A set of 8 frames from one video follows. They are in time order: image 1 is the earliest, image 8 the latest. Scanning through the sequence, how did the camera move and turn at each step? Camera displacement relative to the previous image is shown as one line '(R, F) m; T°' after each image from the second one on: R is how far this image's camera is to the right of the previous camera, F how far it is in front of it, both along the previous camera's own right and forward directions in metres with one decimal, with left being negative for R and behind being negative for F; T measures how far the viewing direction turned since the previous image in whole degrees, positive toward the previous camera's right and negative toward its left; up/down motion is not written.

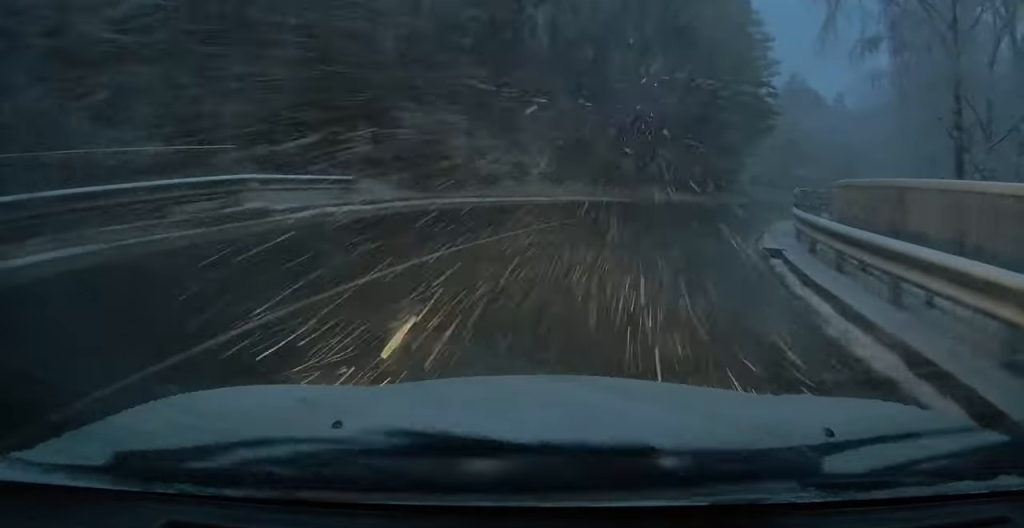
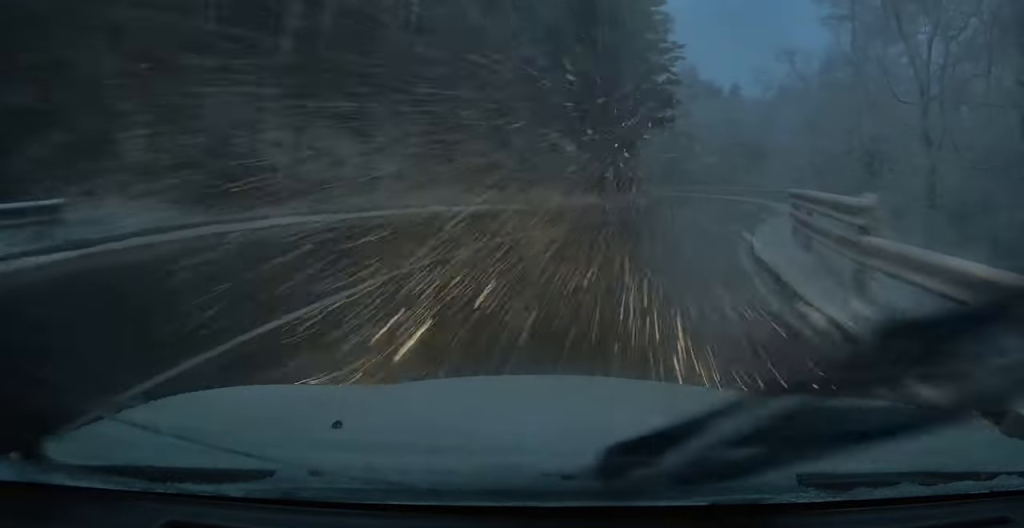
(+0.5, +6.5) m; +9°
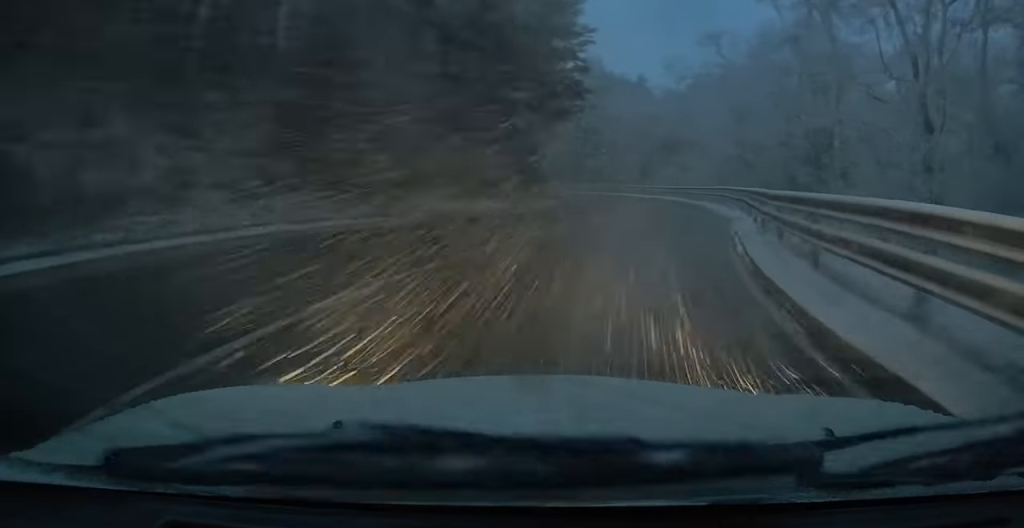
(+0.1, +5.4) m; +7°
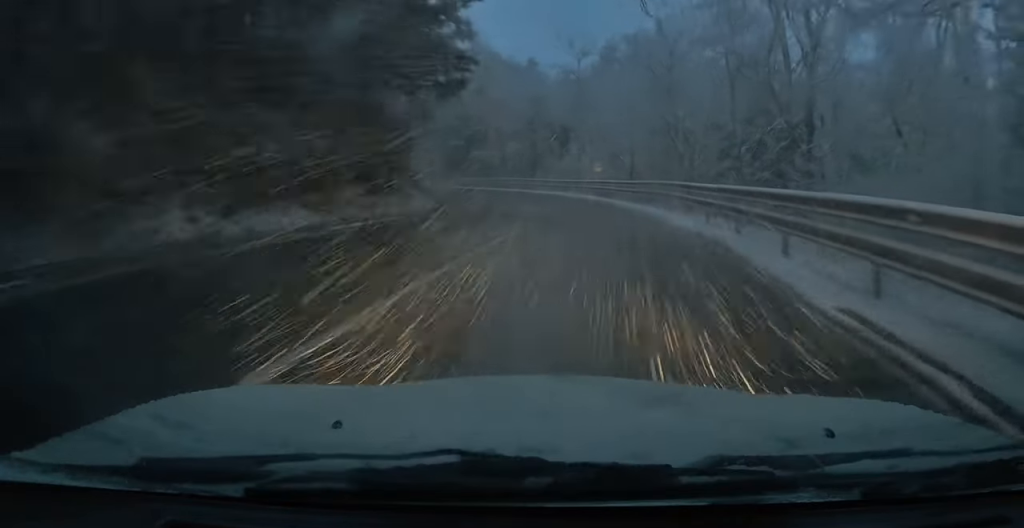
(+1.3, +9.5) m; +13°
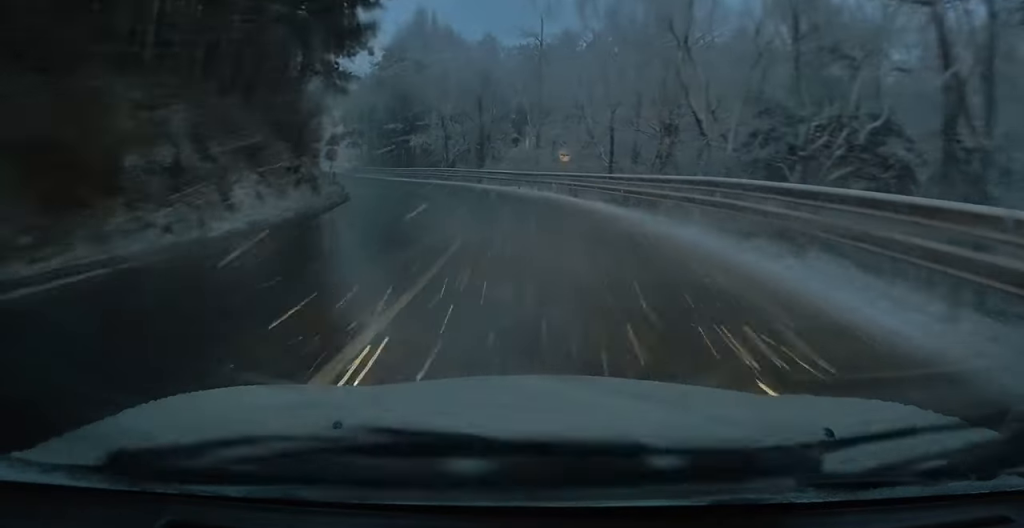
(+1.0, +13.5) m; +6°
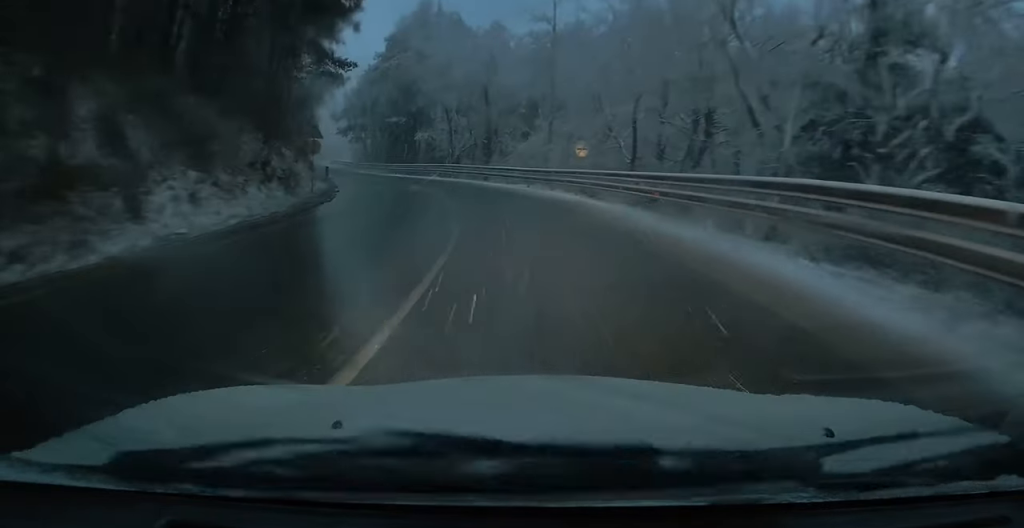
(-0.2, +4.5) m; +1°
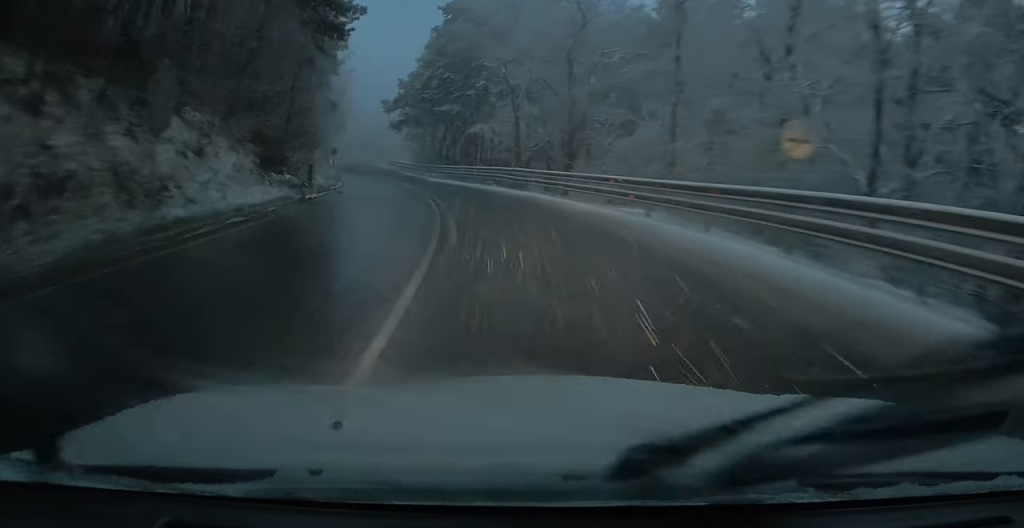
(+1.1, +17.5) m; +2°
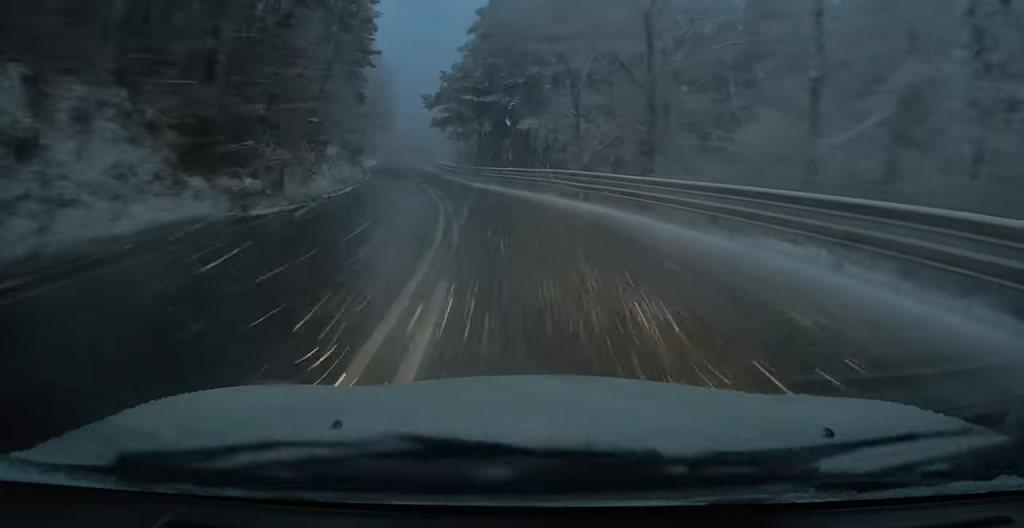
(-0.1, +8.8) m; -4°
